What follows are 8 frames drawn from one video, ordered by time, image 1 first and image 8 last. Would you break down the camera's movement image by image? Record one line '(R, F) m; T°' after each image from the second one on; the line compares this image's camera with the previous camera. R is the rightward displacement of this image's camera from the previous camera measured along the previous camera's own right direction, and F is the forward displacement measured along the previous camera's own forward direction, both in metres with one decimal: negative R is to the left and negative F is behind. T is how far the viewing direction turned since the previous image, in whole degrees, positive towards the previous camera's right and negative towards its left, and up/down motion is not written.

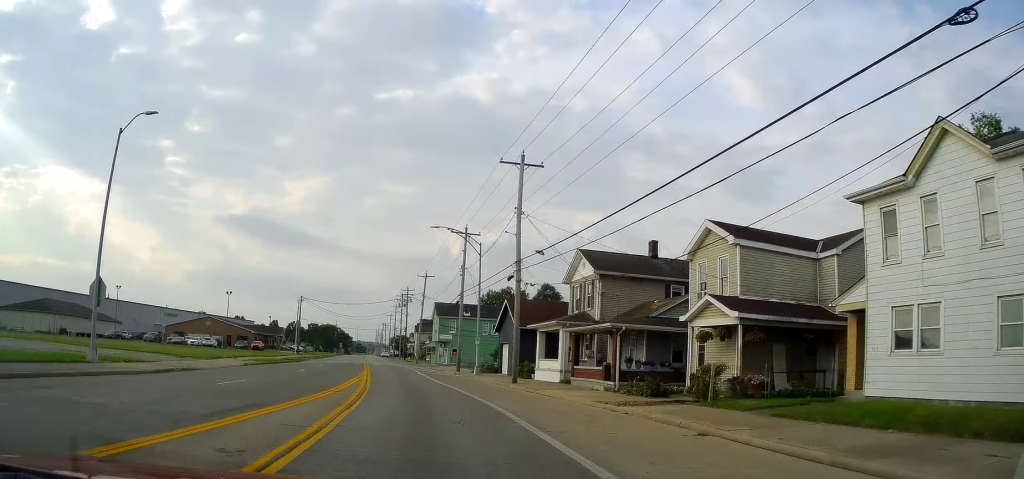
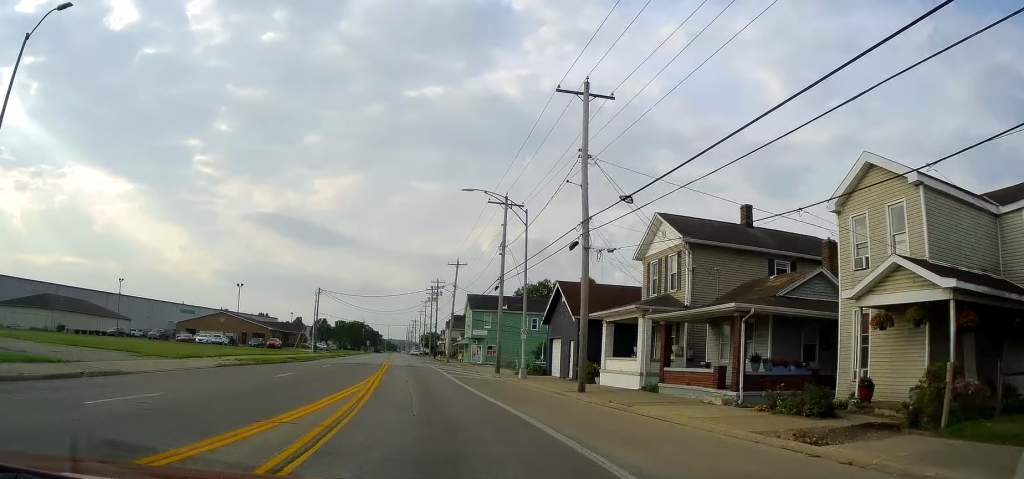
(-0.1, +7.8) m; -3°
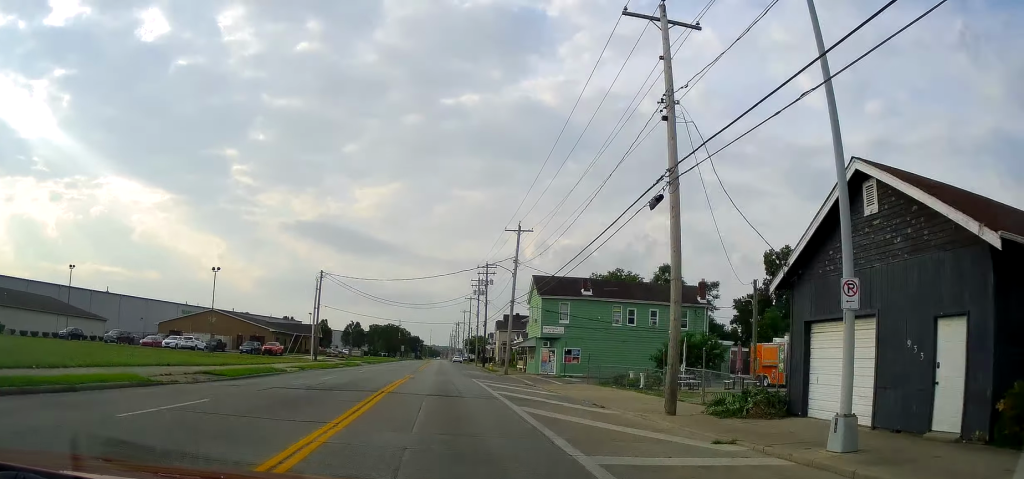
(-1.9, +22.9) m; -7°
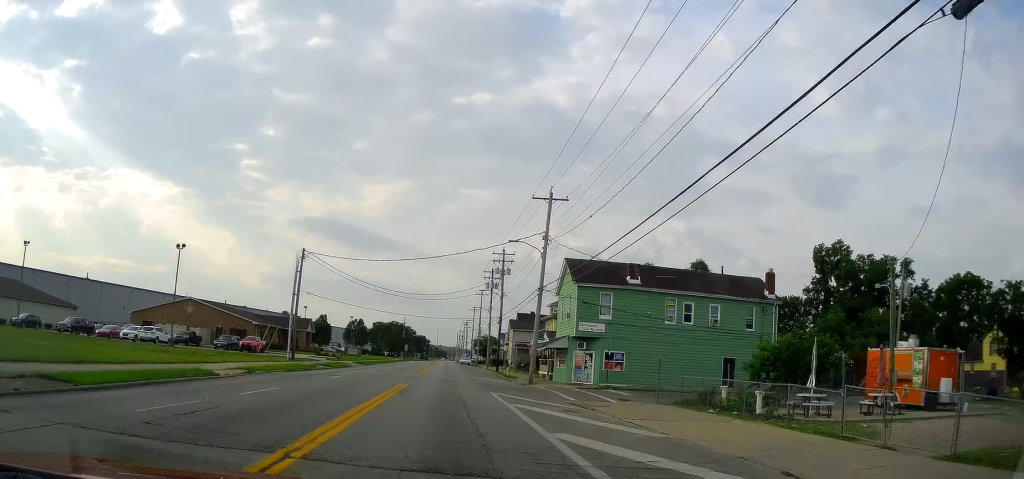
(-0.1, +11.1) m; -2°
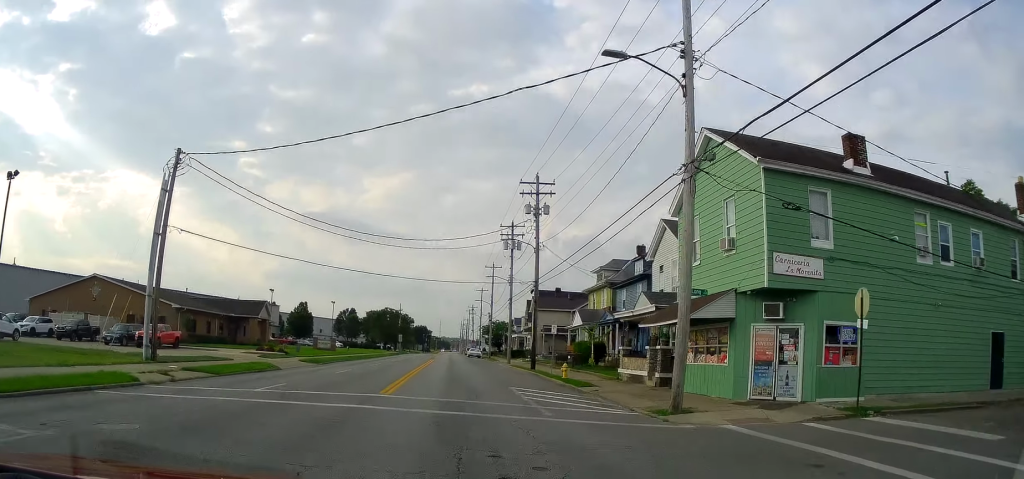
(-1.1, +25.0) m; -3°
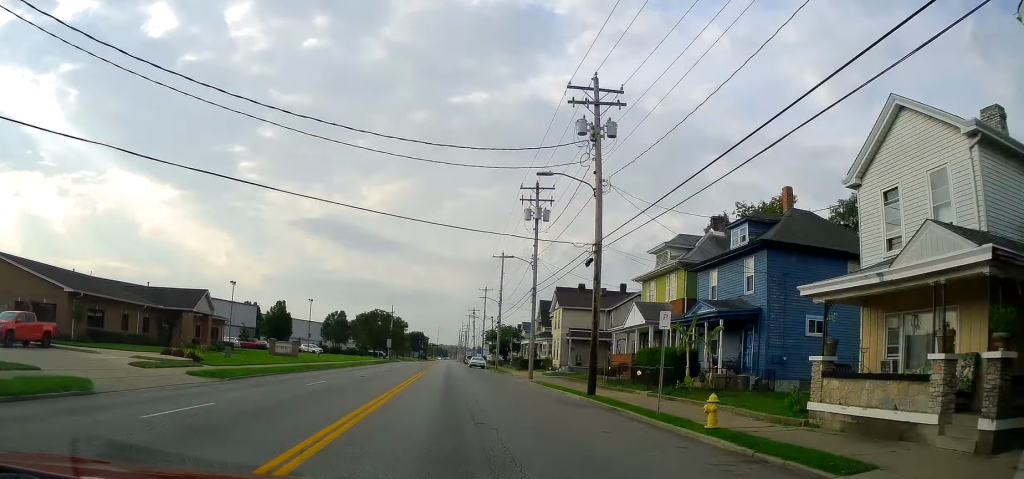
(+0.3, +18.0) m; 0°
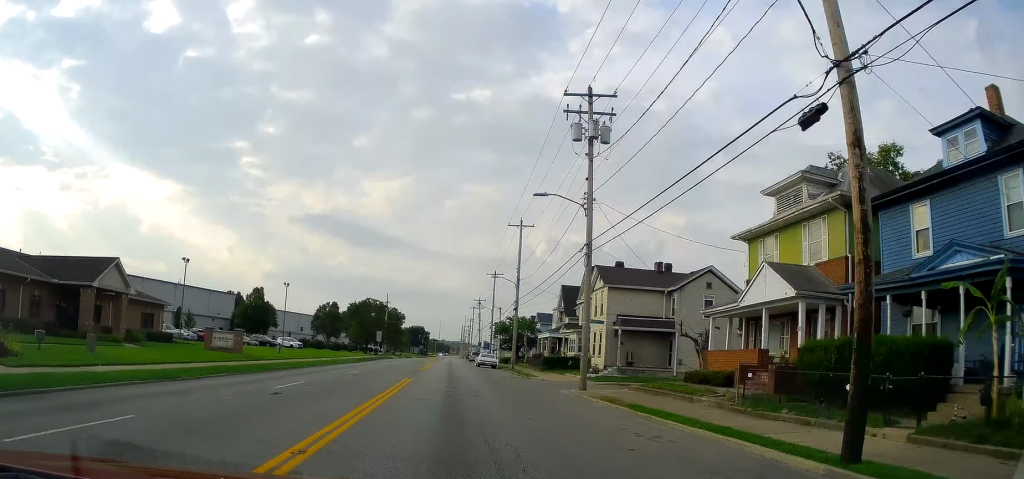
(-0.3, +16.7) m; -1°
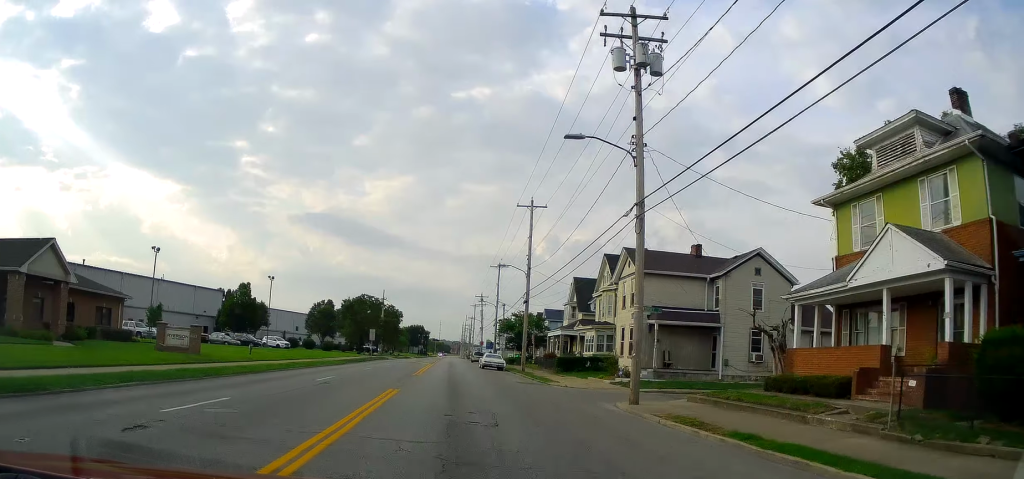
(-0.1, +7.7) m; 0°
